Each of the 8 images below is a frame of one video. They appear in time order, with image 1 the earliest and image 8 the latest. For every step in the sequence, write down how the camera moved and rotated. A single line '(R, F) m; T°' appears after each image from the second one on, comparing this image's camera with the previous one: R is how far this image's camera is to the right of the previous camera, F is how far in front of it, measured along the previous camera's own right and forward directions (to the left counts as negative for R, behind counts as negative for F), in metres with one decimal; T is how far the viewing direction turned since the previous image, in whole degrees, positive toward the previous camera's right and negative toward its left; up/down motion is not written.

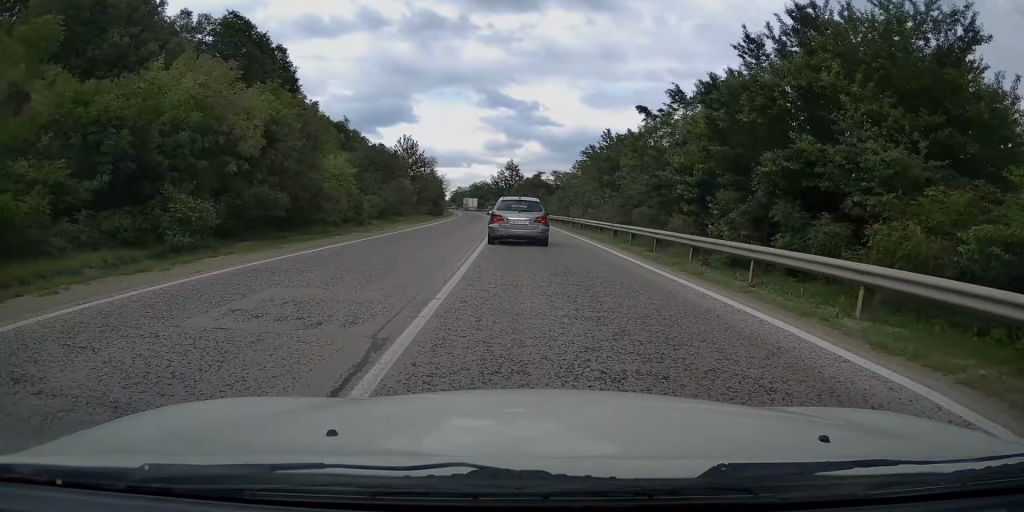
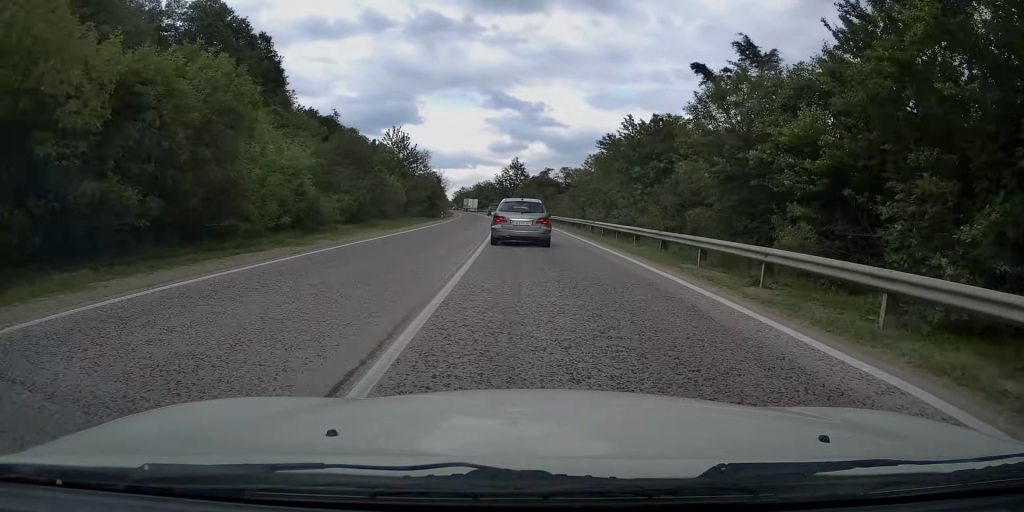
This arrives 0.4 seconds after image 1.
(0.0, +8.3) m; 0°
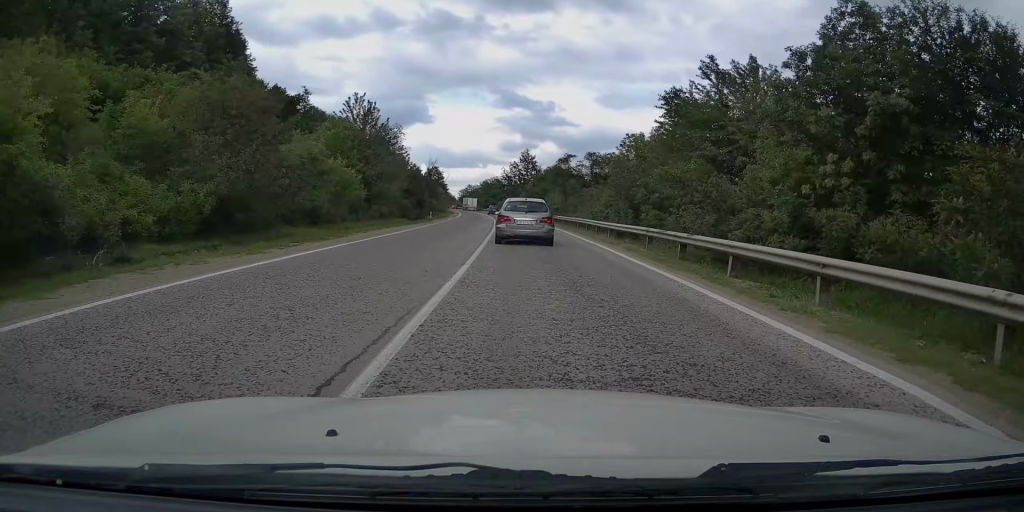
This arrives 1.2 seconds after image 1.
(0.0, +17.2) m; 0°
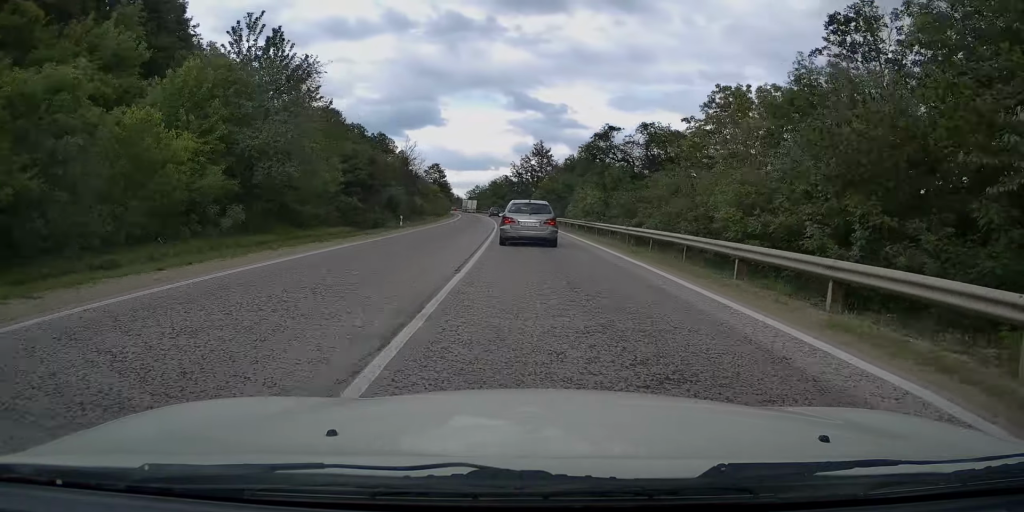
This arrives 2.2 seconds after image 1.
(0.0, +19.3) m; 0°
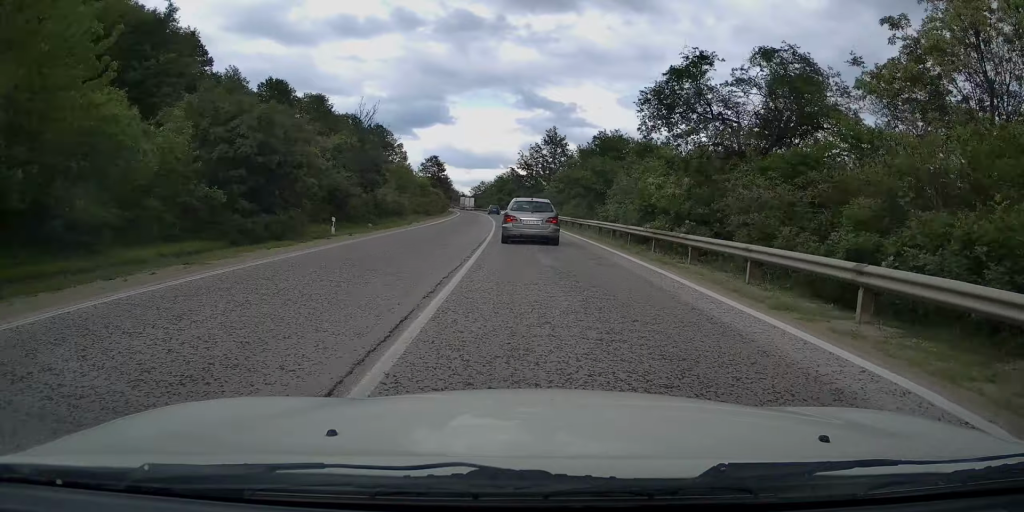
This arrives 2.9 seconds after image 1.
(+0.1, +16.0) m; -1°
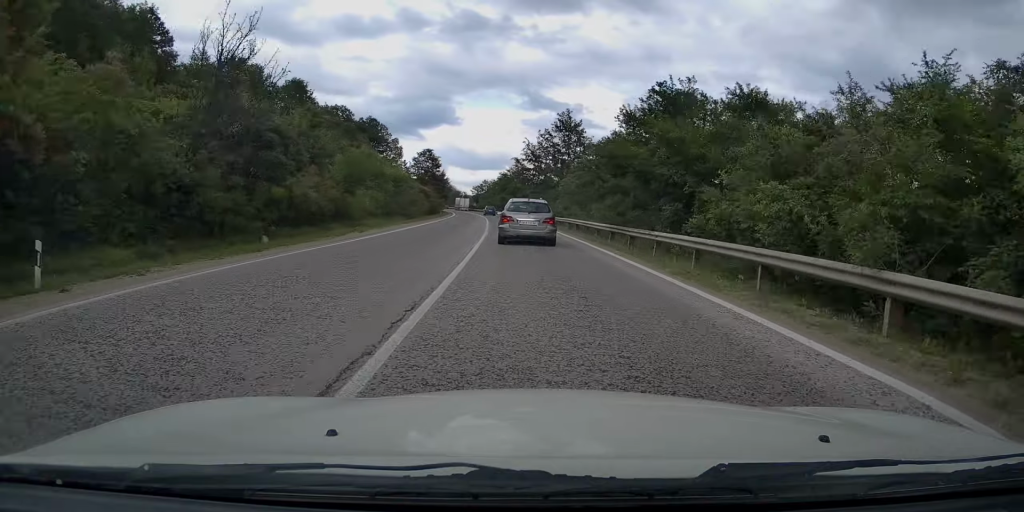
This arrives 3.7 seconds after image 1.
(-0.3, +16.0) m; -2°
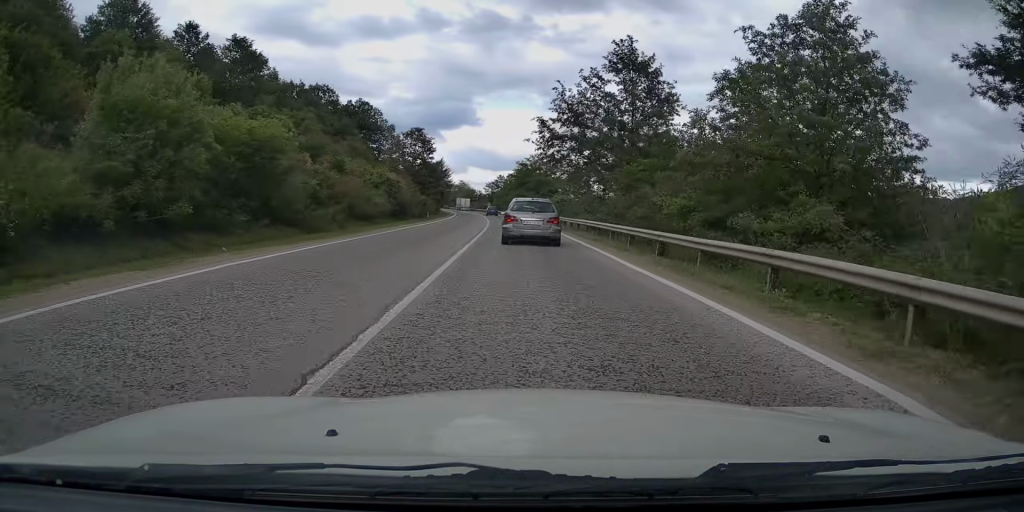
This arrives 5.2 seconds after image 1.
(-0.8, +30.9) m; -2°
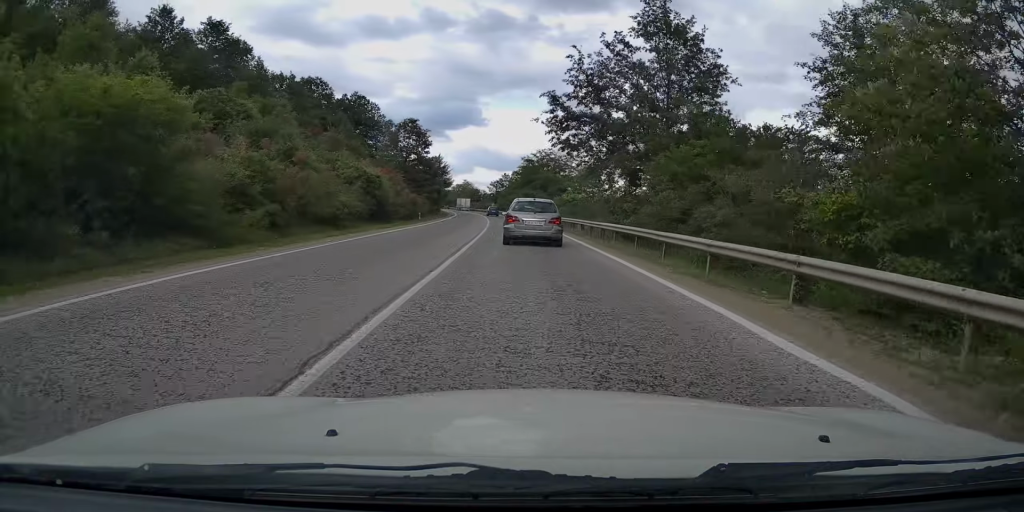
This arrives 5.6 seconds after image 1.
(0.0, +8.5) m; -1°
